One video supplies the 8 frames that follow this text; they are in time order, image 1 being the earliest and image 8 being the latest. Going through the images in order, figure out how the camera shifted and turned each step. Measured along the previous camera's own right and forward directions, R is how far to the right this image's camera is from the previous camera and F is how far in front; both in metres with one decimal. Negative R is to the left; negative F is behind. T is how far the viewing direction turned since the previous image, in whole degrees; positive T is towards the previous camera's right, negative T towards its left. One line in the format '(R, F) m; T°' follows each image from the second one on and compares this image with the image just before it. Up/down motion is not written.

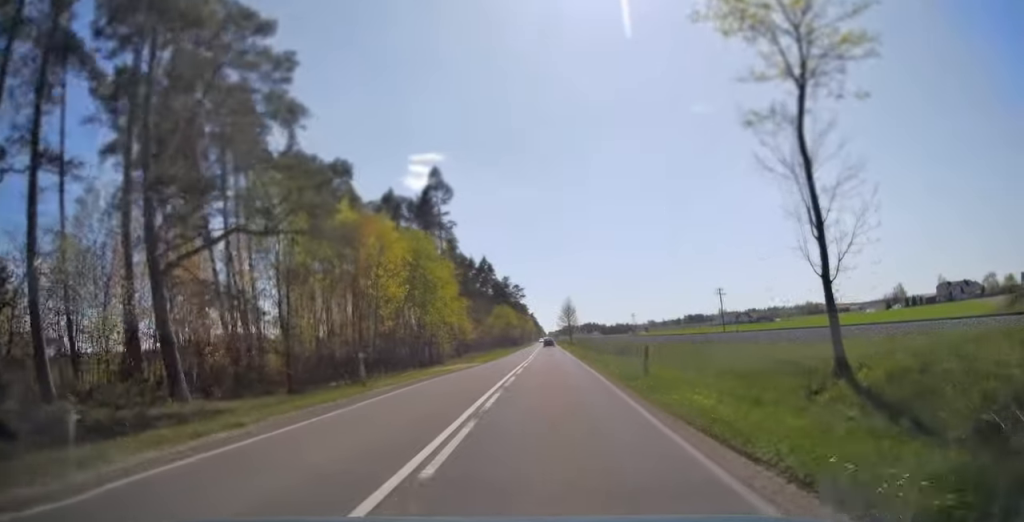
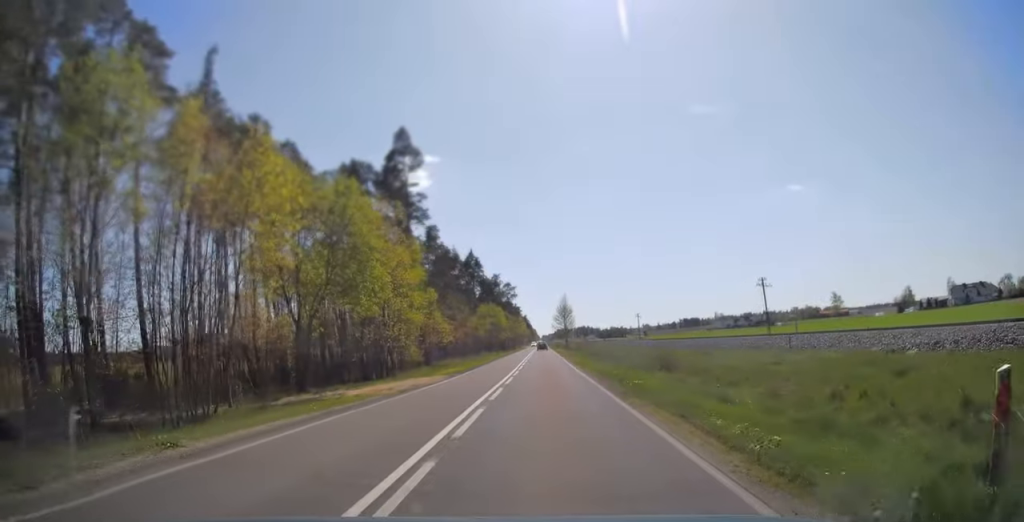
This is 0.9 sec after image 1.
(+0.3, +15.0) m; +1°
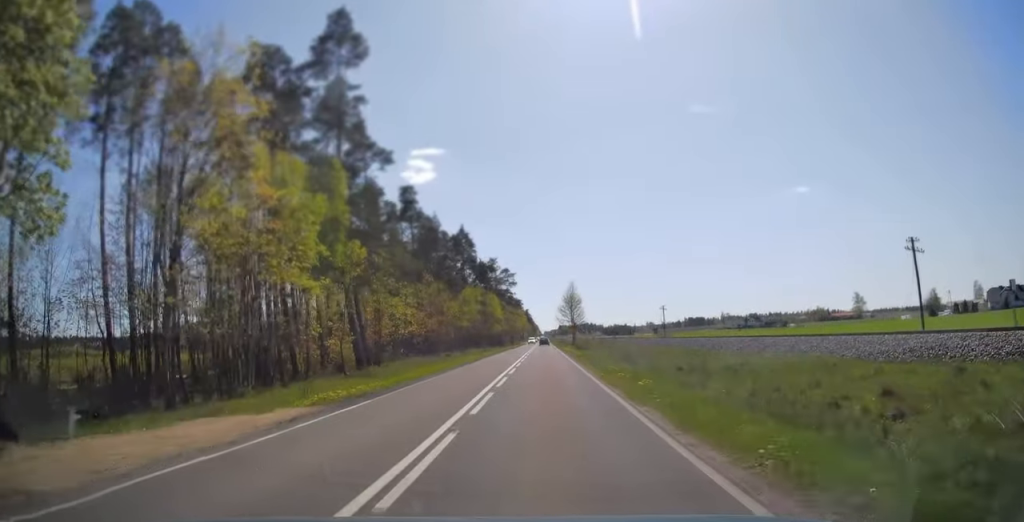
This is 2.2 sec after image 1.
(-0.1, +21.9) m; -1°
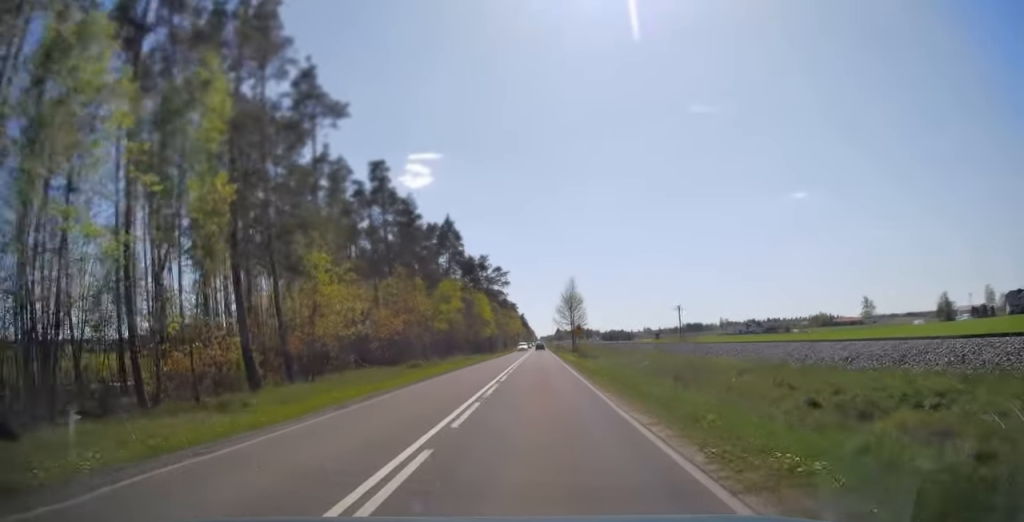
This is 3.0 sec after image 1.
(0.0, +13.3) m; 0°
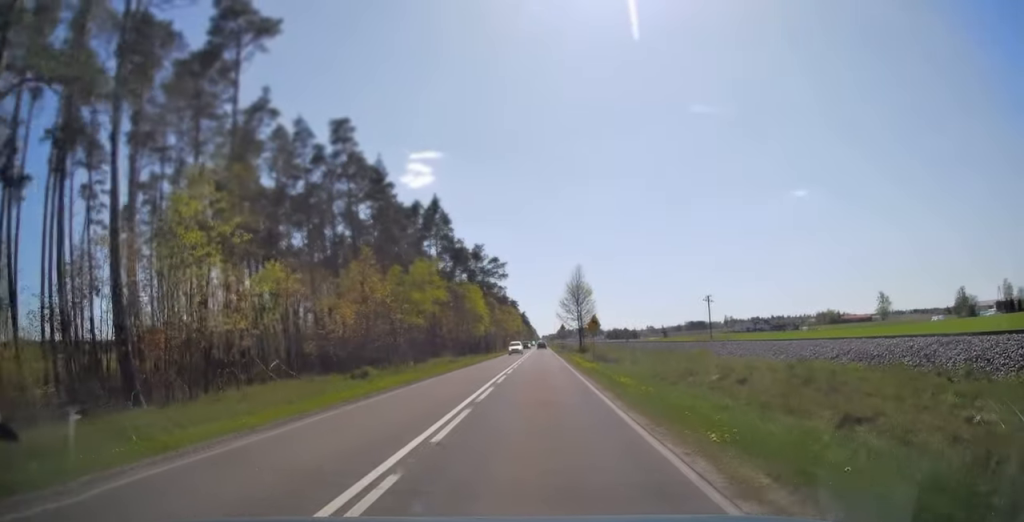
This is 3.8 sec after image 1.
(+0.1, +13.3) m; 0°
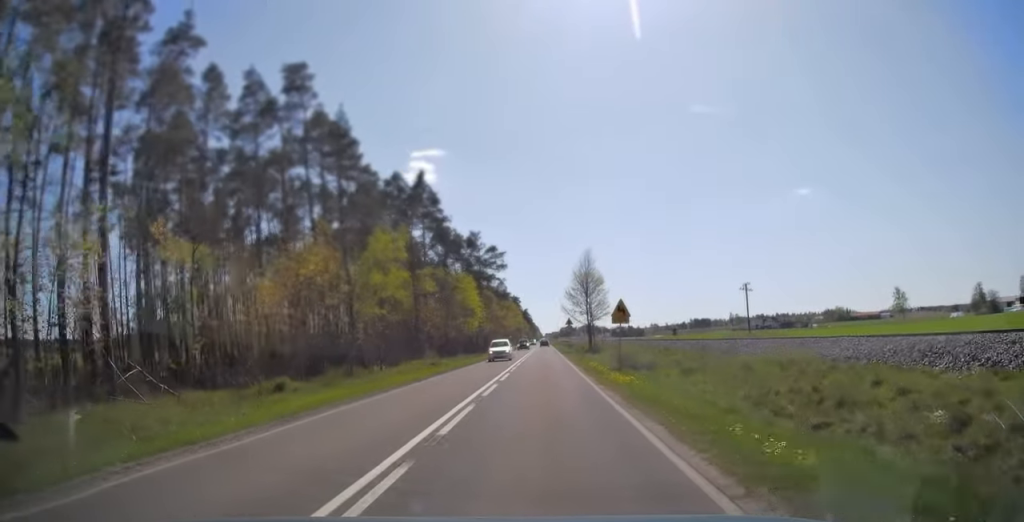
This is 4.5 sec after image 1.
(+0.1, +11.7) m; 0°
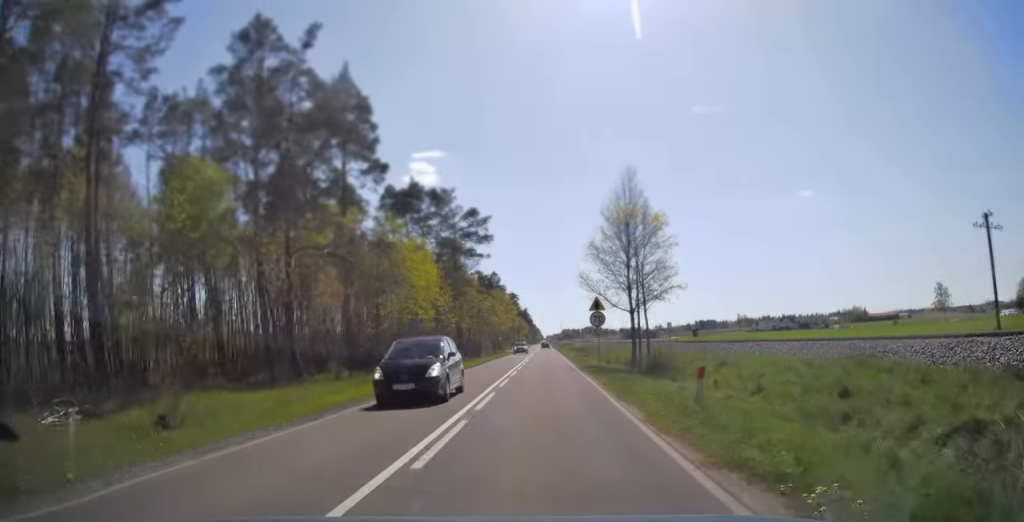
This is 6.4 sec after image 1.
(-0.3, +32.3) m; -1°
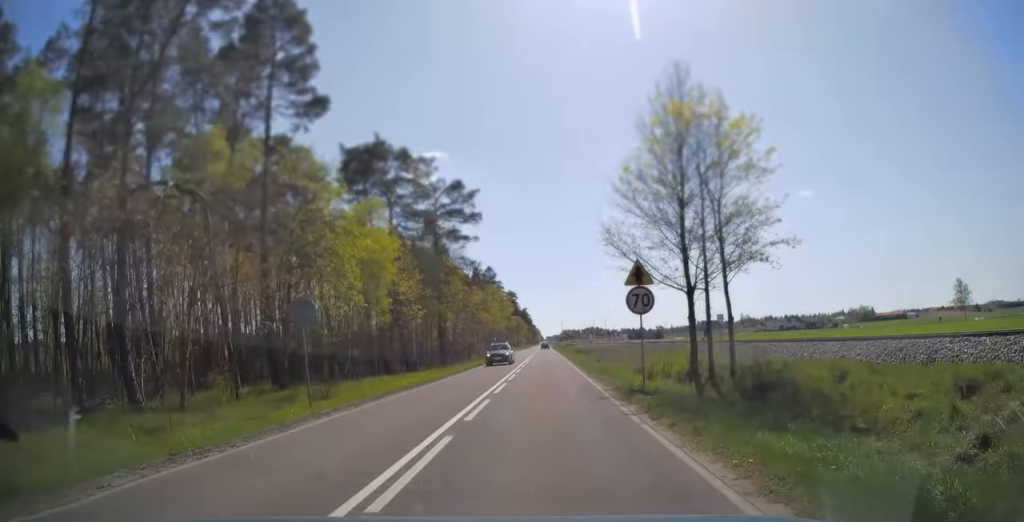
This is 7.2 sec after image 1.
(0.0, +13.7) m; 0°
